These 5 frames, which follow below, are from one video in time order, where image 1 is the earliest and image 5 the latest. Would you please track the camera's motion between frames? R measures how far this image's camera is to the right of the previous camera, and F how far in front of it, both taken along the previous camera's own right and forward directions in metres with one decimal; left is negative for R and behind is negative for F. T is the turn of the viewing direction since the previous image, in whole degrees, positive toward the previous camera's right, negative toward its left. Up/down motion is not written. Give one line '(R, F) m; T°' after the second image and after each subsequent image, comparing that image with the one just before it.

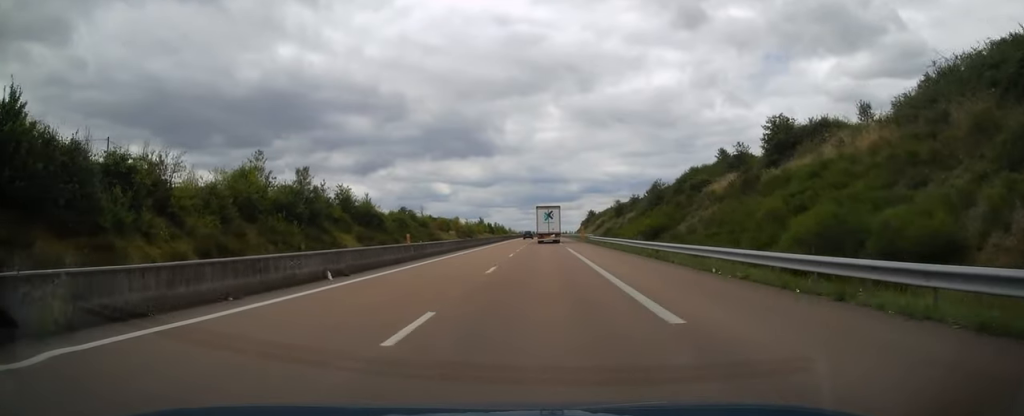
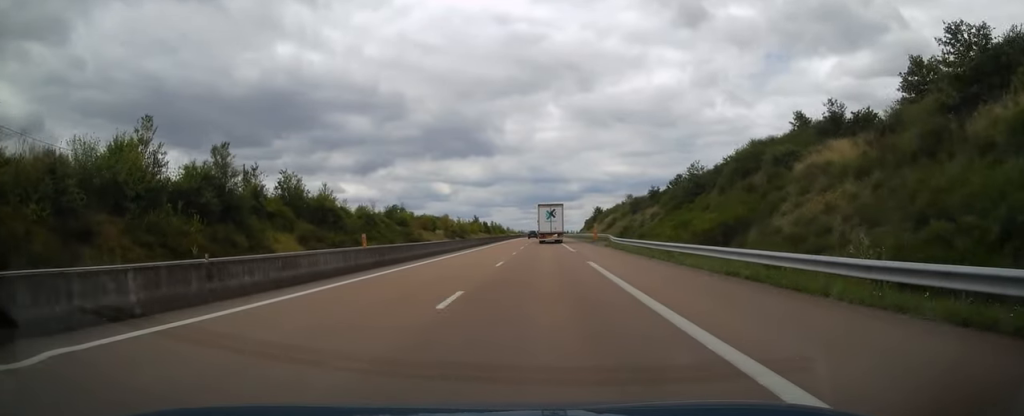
(0.0, +22.3) m; 0°
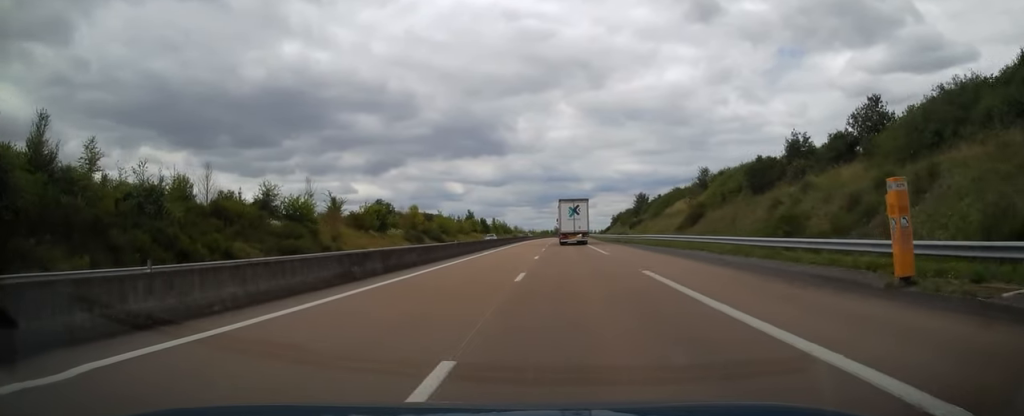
(-0.2, +58.7) m; -1°
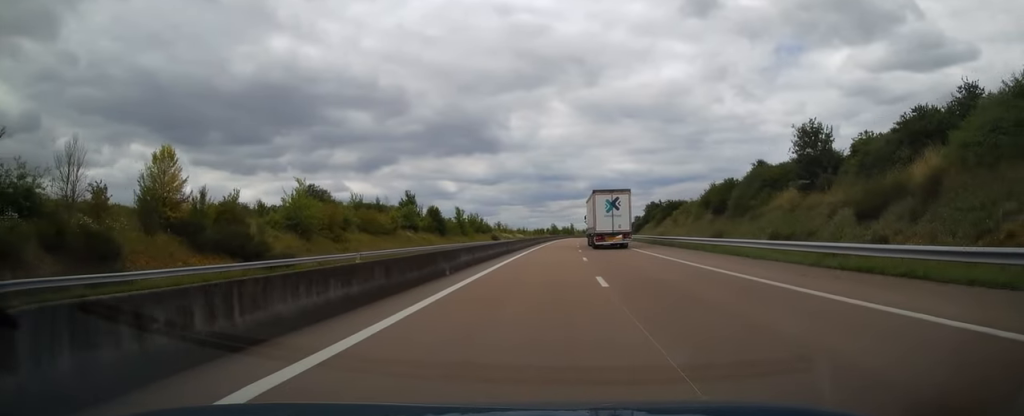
(-0.2, +79.1) m; +1°
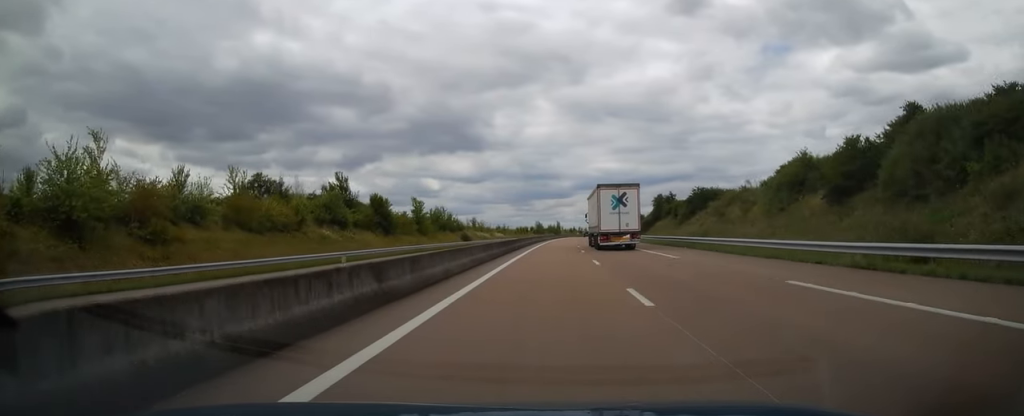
(0.0, +29.6) m; 0°
